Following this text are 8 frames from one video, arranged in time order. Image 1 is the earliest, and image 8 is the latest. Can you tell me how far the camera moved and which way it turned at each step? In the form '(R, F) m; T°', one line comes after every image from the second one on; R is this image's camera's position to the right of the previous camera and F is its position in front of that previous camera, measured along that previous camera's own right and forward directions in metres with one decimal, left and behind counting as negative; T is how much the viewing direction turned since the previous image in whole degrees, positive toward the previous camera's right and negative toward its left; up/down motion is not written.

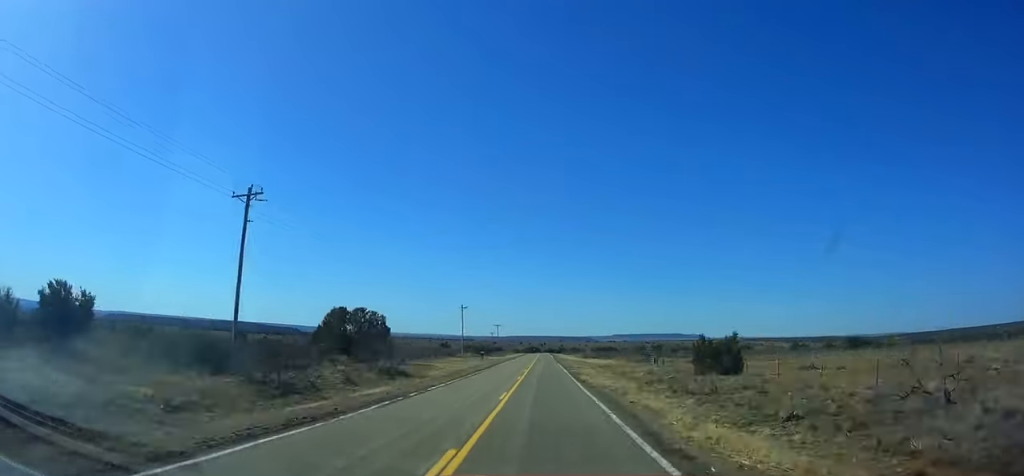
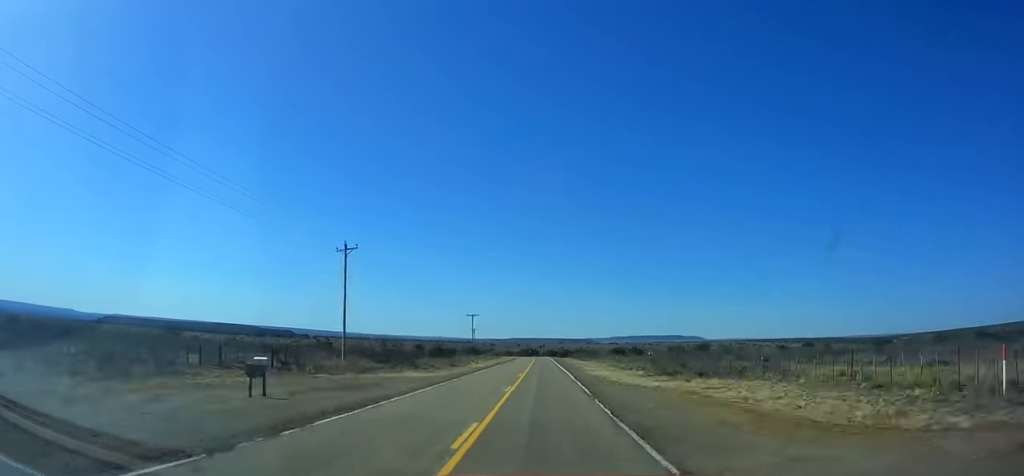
(+0.3, +70.2) m; 0°
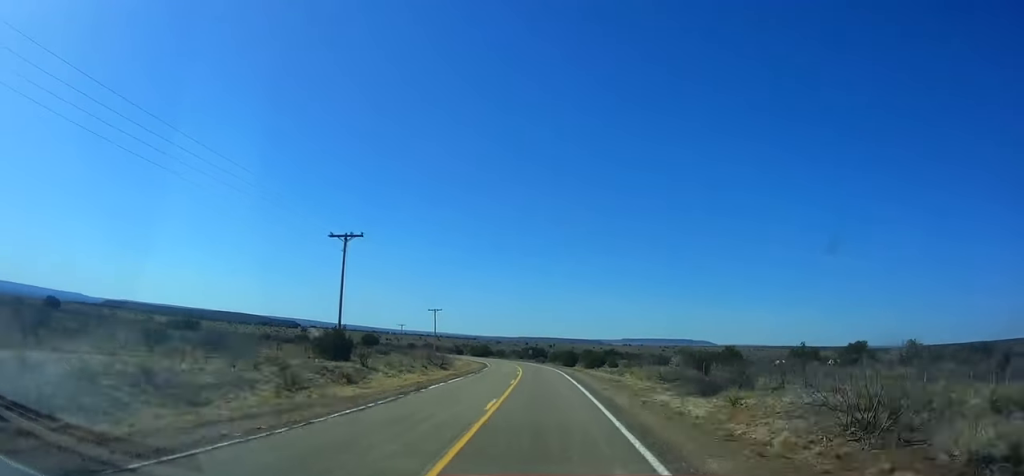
(-0.3, +92.2) m; -3°
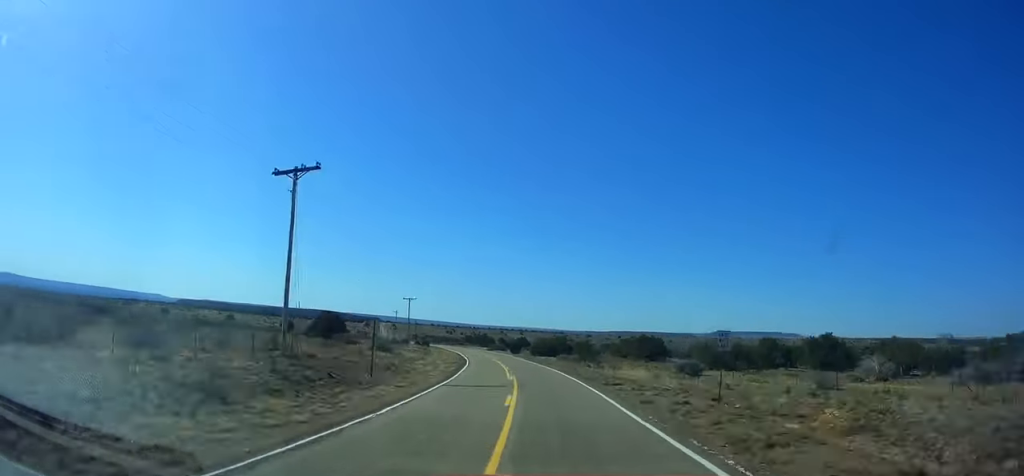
(-4.8, +98.0) m; -8°
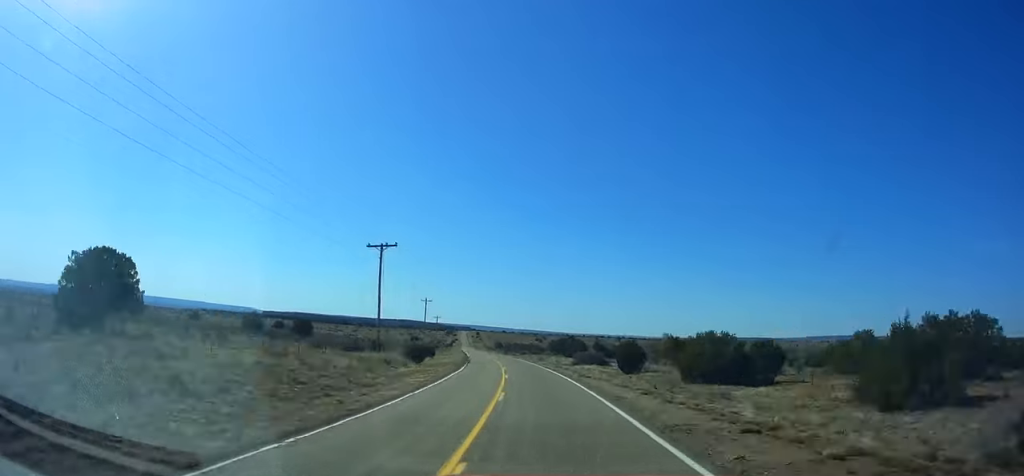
(-2.3, +73.0) m; -8°
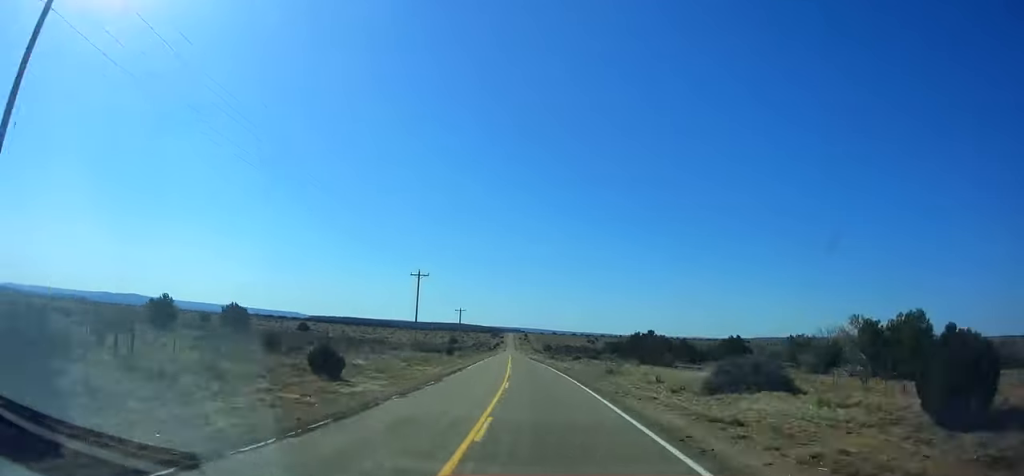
(-4.7, +44.5) m; -4°
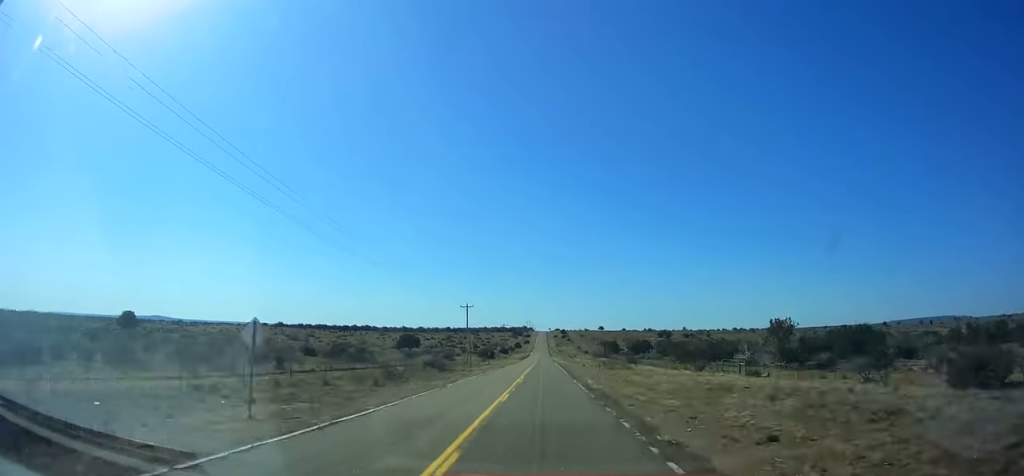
(-19.3, +213.4) m; -6°
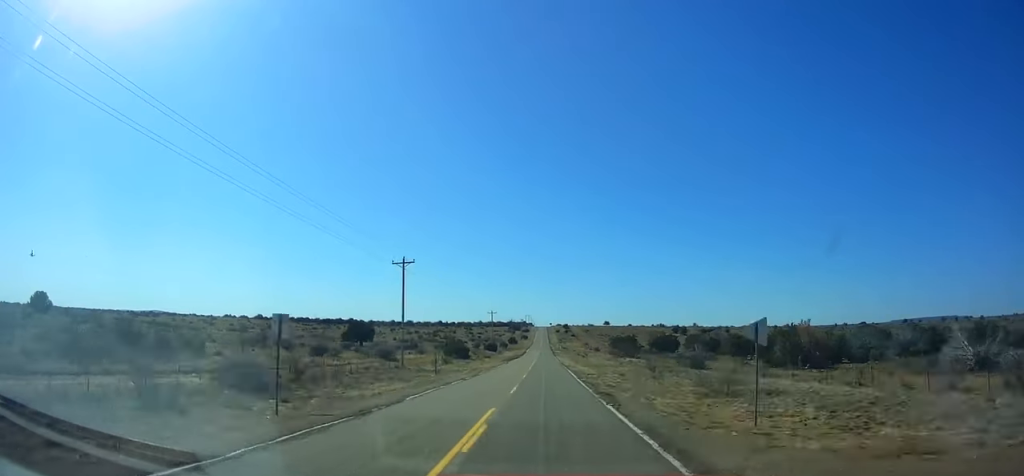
(0.0, +46.2) m; 0°
